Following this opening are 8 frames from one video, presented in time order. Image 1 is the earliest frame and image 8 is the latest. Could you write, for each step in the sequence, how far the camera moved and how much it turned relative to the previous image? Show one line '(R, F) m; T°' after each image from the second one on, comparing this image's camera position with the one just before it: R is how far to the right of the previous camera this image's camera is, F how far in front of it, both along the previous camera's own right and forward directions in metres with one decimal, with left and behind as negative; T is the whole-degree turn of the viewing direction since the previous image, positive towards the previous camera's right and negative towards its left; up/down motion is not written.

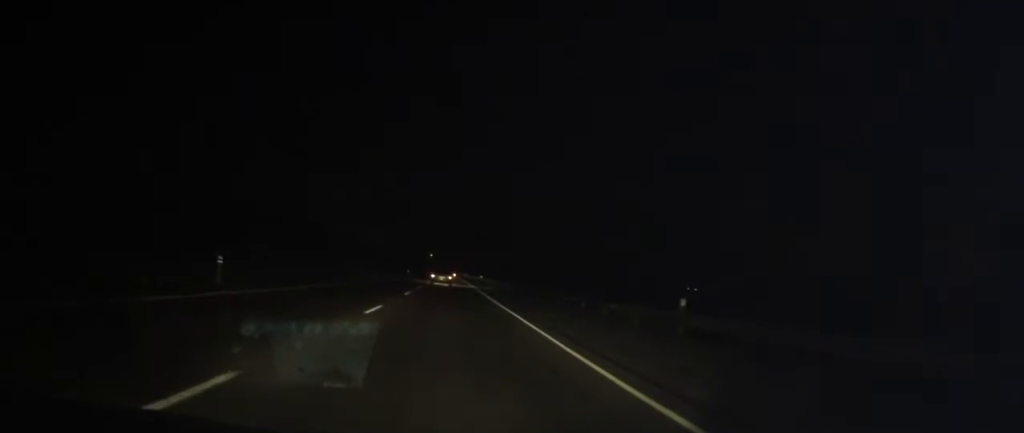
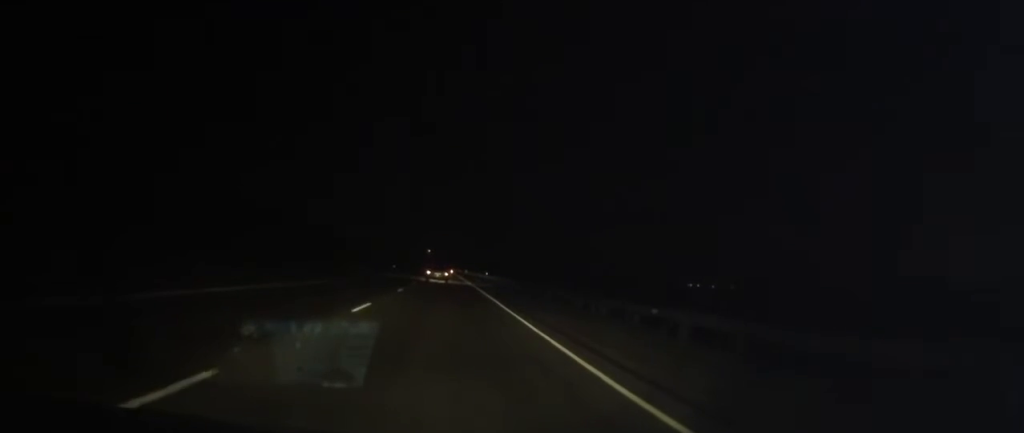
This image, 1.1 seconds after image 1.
(+0.3, +25.1) m; 0°
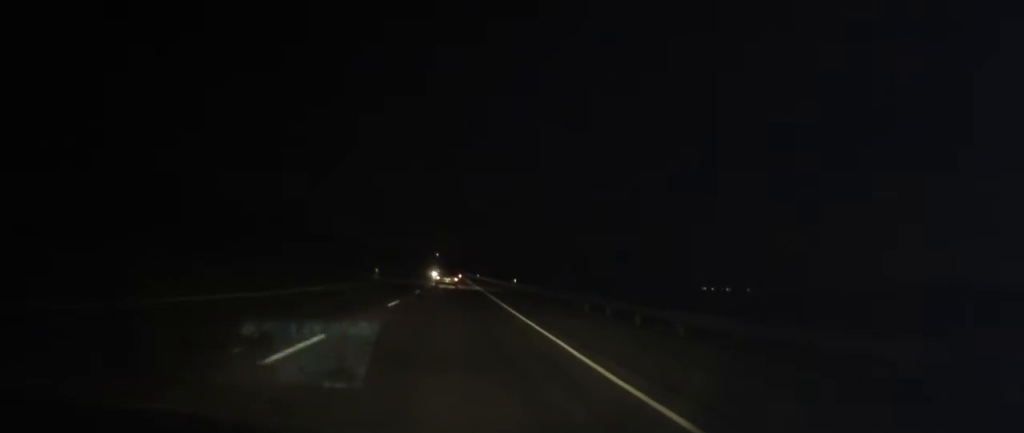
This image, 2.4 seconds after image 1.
(-0.3, +31.8) m; -1°
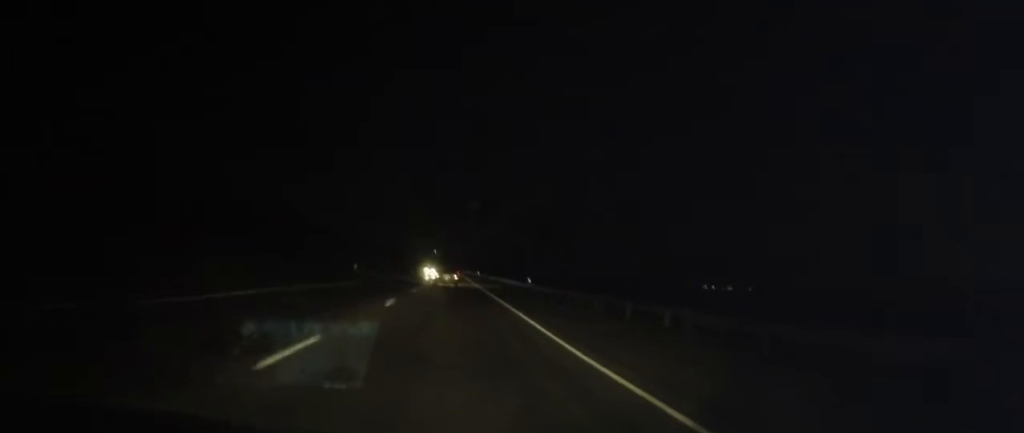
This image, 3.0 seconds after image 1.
(0.0, +13.0) m; +1°
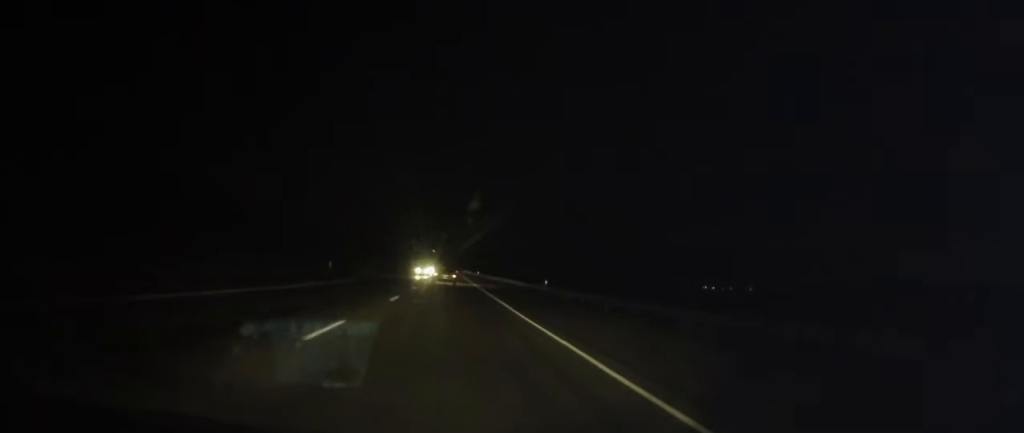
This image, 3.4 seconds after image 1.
(-0.1, +9.9) m; +1°
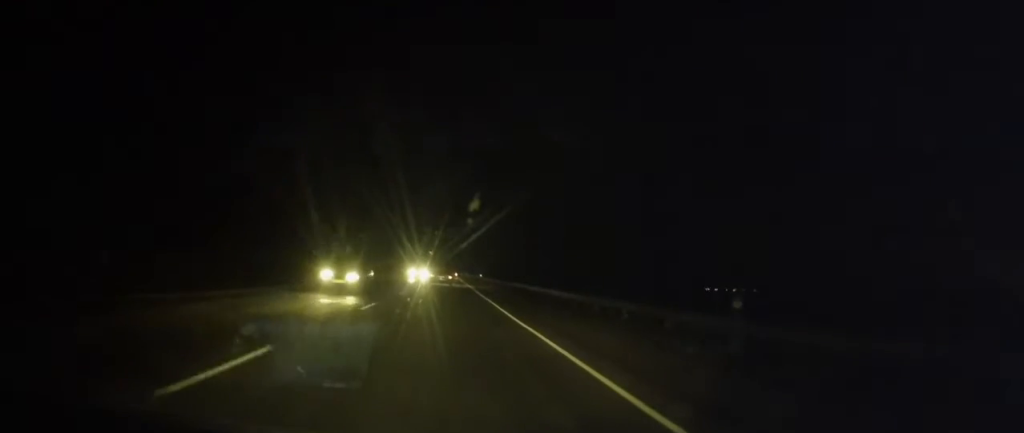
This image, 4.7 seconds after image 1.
(+0.4, +27.7) m; 0°
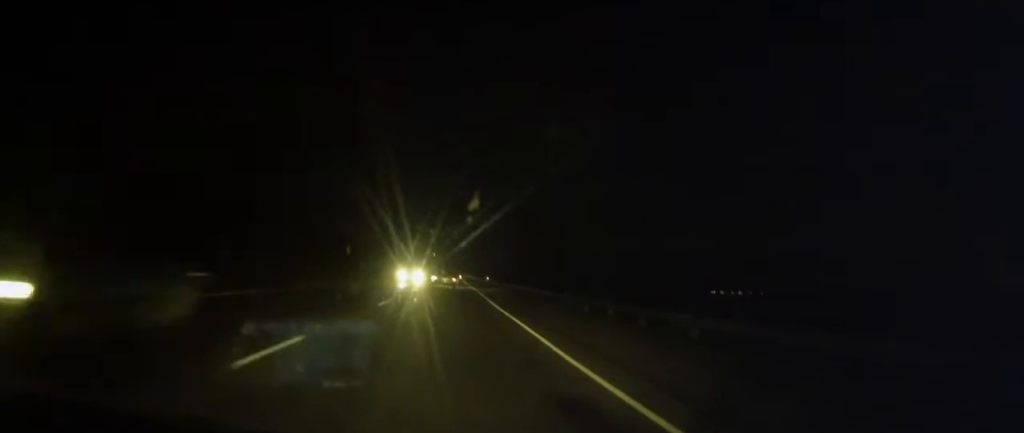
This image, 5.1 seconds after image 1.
(-0.3, +9.6) m; 0°
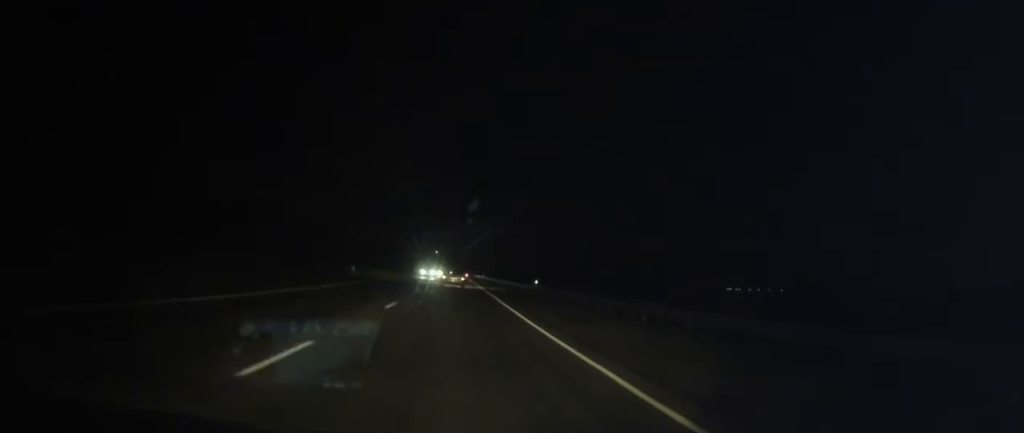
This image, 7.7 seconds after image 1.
(-1.2, +58.2) m; -1°
